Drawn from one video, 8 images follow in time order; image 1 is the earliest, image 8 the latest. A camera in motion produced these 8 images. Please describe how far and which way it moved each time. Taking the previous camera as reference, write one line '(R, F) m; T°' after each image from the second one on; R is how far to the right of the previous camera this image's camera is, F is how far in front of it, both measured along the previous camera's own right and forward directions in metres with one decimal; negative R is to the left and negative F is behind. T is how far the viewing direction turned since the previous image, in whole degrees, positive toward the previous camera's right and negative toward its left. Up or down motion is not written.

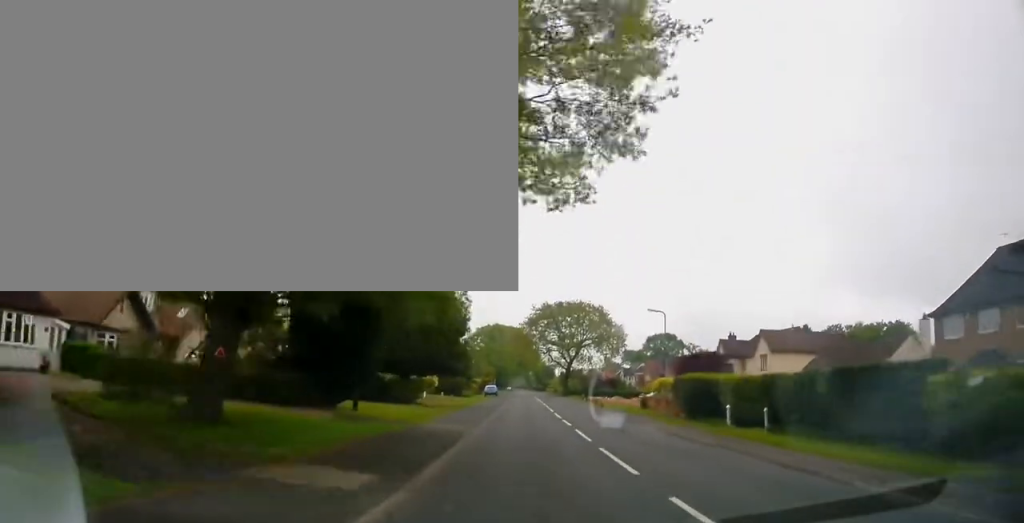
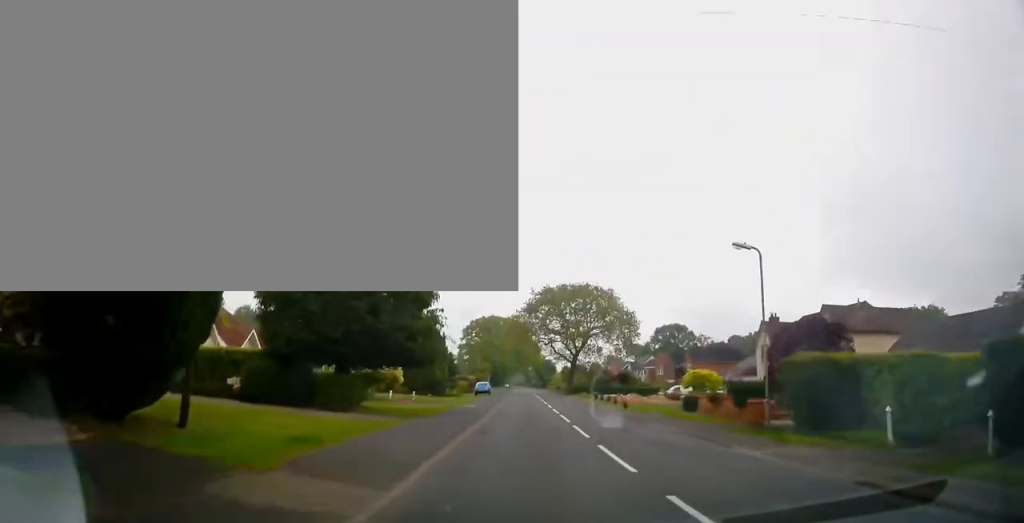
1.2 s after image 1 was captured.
(-0.4, +12.6) m; -3°
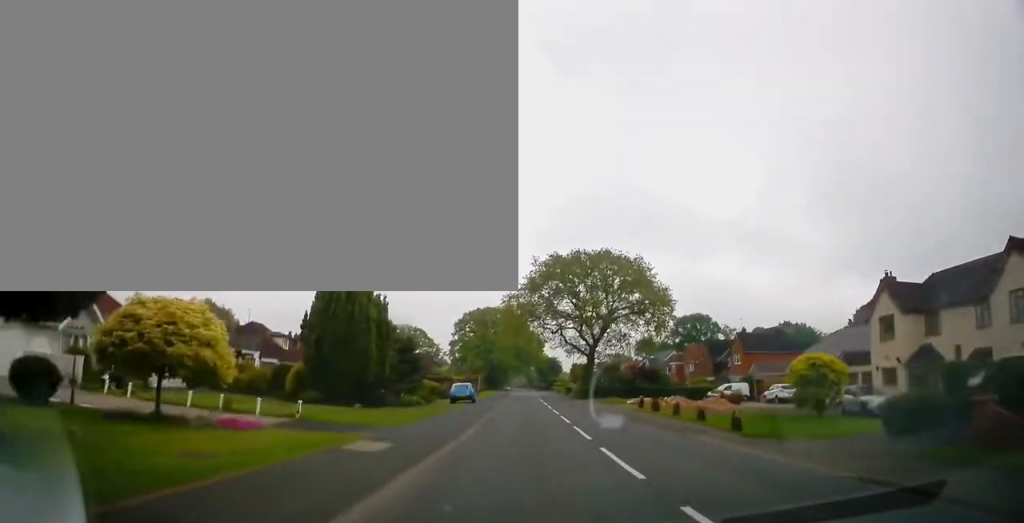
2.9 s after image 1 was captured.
(-0.1, +19.4) m; 0°
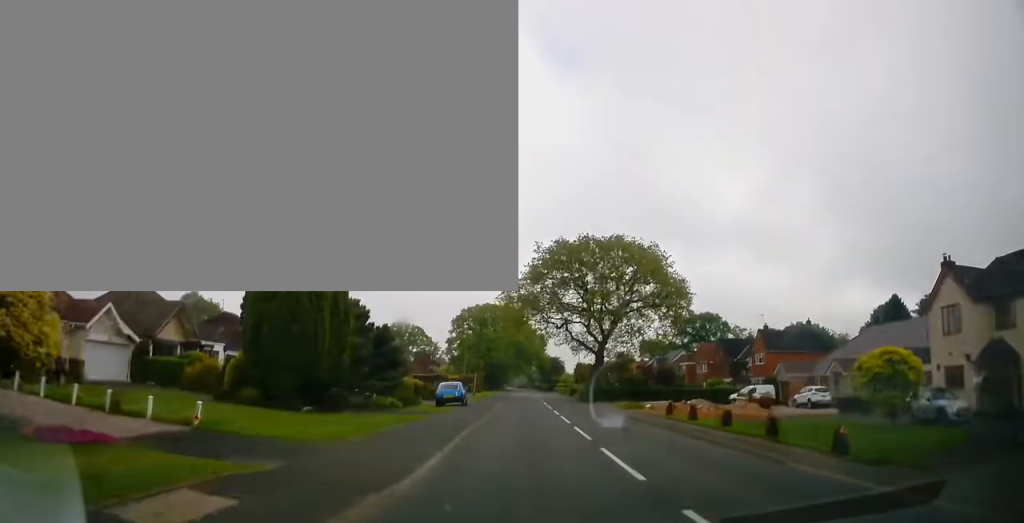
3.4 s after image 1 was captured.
(-0.1, +5.8) m; 0°
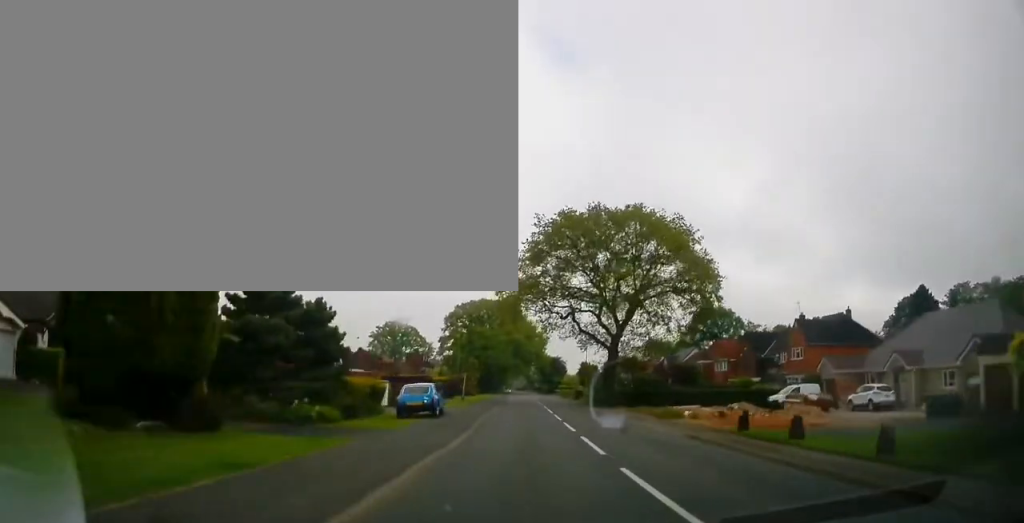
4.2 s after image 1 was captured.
(+0.1, +9.4) m; +1°
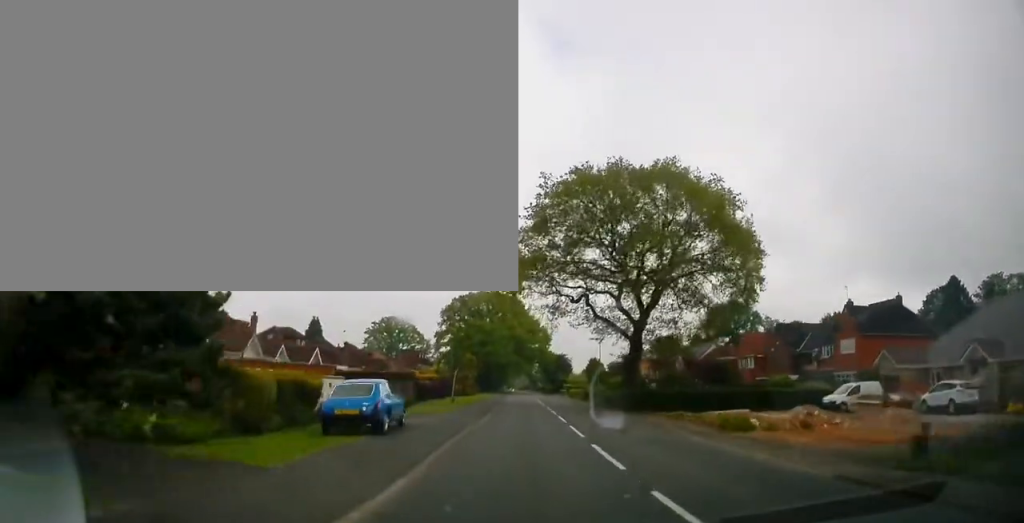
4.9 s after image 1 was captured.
(+0.1, +8.3) m; +1°
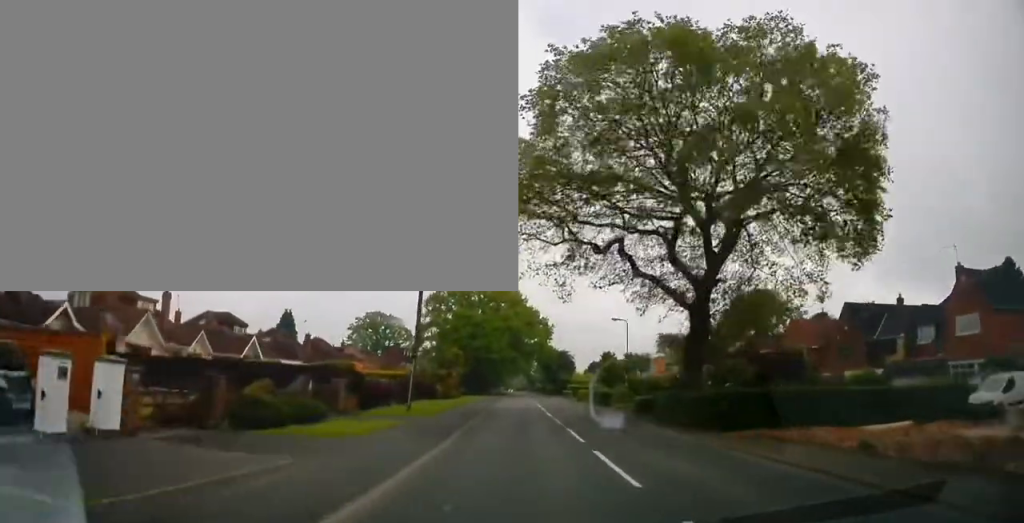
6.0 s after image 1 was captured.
(+0.1, +14.0) m; -1°
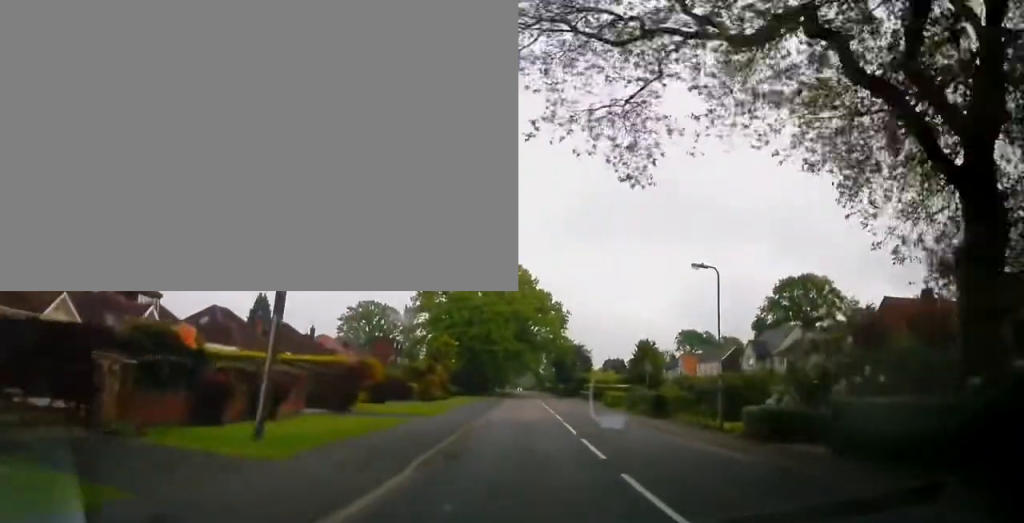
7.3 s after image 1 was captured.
(-0.3, +15.1) m; -1°
